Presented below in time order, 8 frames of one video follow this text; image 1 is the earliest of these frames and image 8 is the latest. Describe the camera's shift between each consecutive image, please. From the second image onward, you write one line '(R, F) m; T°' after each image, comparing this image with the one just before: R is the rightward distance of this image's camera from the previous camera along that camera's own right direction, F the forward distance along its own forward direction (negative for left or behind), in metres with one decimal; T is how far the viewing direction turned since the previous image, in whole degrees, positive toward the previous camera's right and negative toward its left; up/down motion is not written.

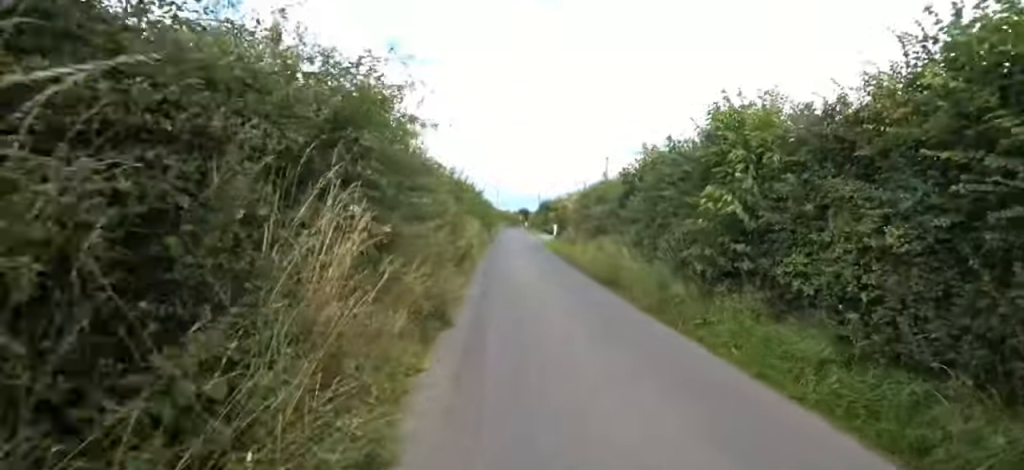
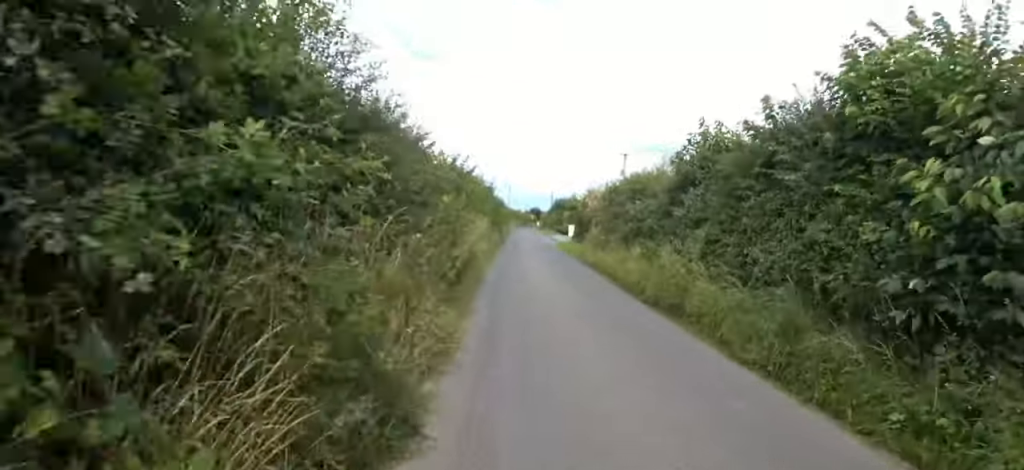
(+0.1, +2.7) m; 0°
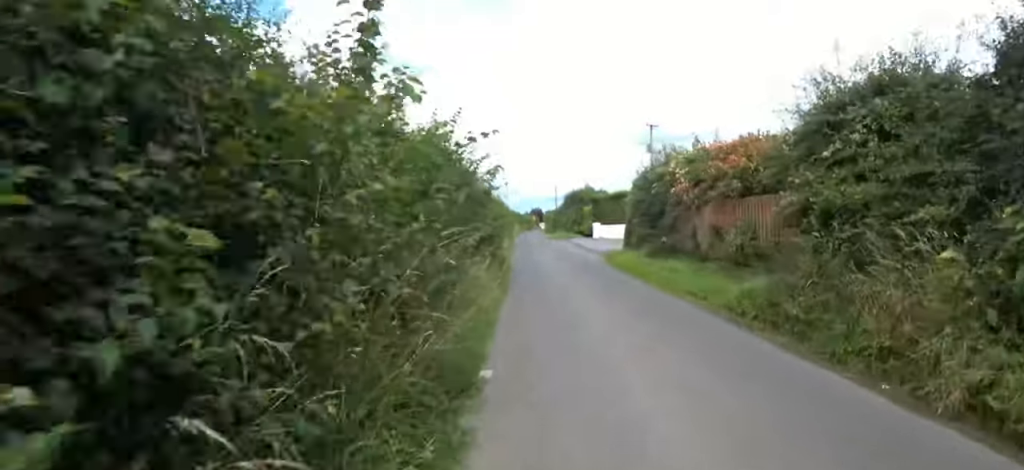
(+0.4, +11.2) m; +7°
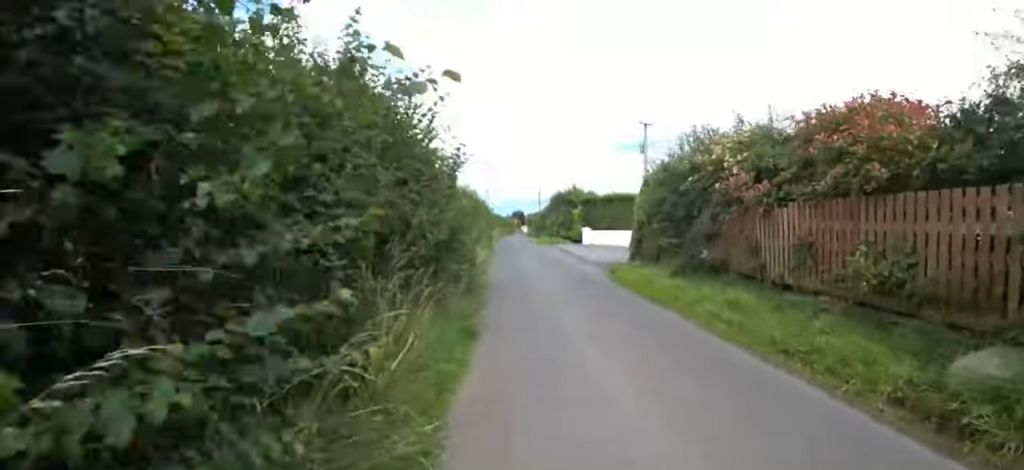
(+0.1, +3.1) m; +1°
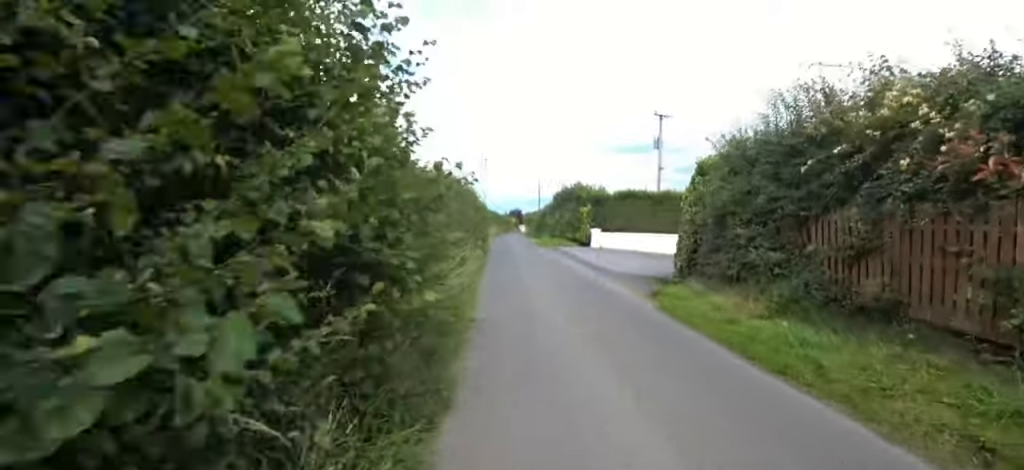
(+0.1, +3.5) m; -3°
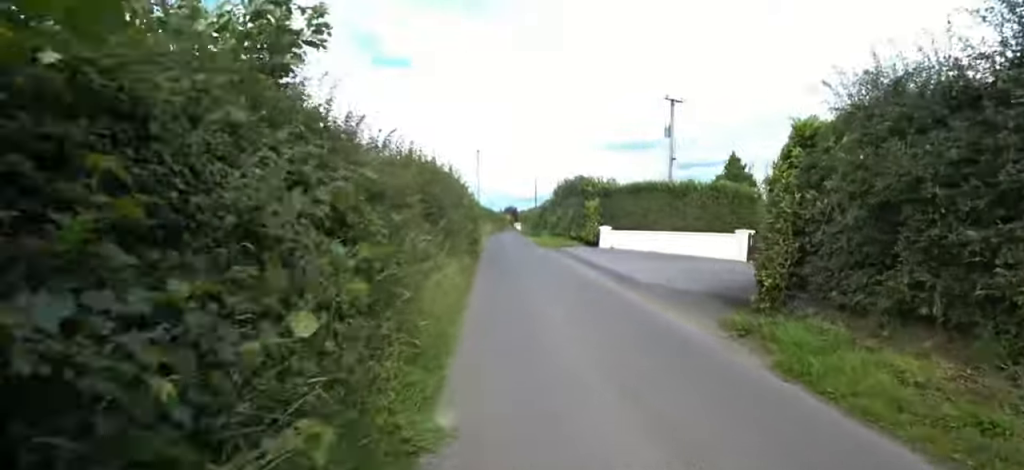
(0.0, +3.2) m; -2°
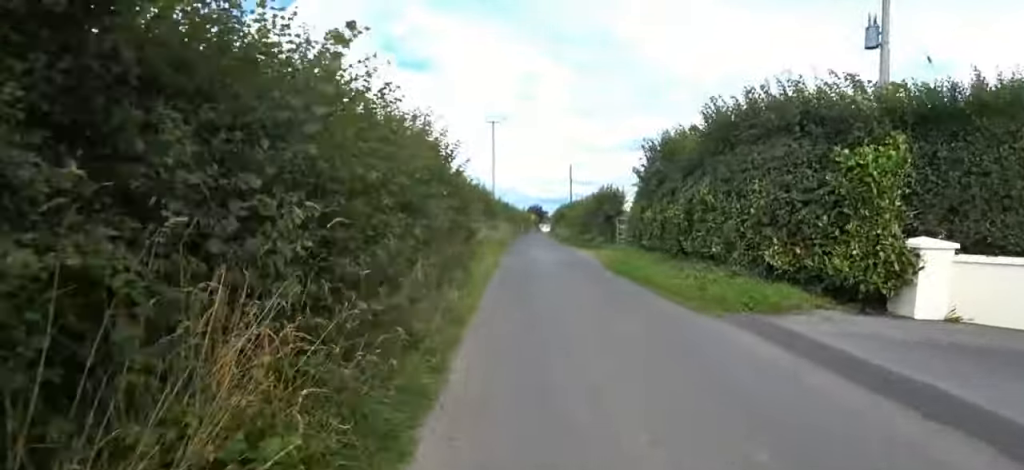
(+0.6, +15.3) m; +7°
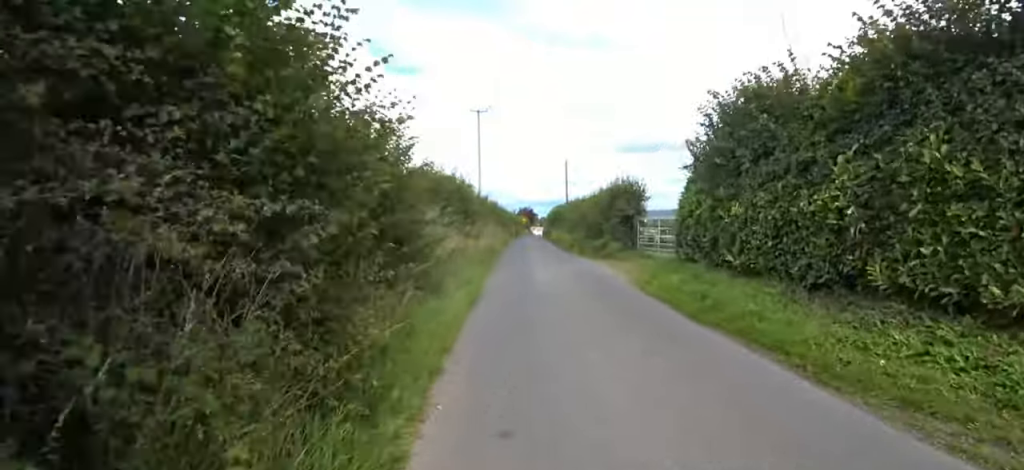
(-0.1, +4.9) m; -5°
